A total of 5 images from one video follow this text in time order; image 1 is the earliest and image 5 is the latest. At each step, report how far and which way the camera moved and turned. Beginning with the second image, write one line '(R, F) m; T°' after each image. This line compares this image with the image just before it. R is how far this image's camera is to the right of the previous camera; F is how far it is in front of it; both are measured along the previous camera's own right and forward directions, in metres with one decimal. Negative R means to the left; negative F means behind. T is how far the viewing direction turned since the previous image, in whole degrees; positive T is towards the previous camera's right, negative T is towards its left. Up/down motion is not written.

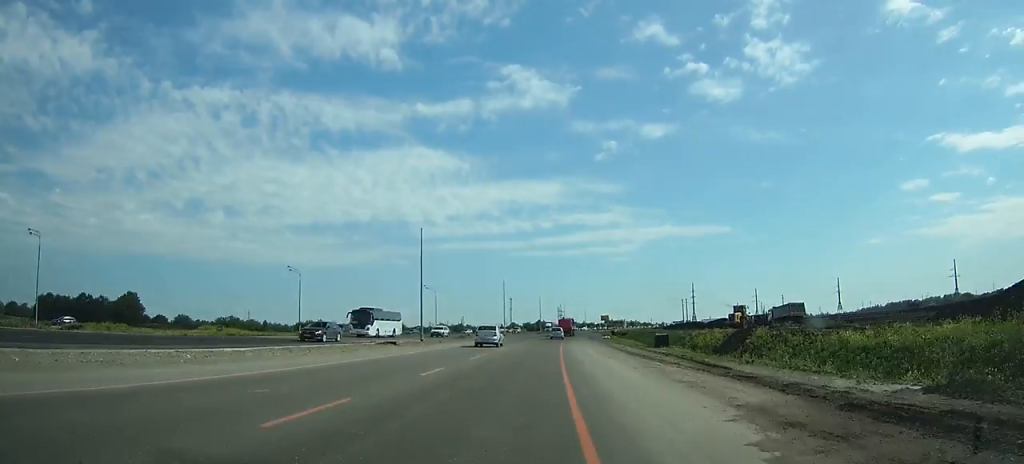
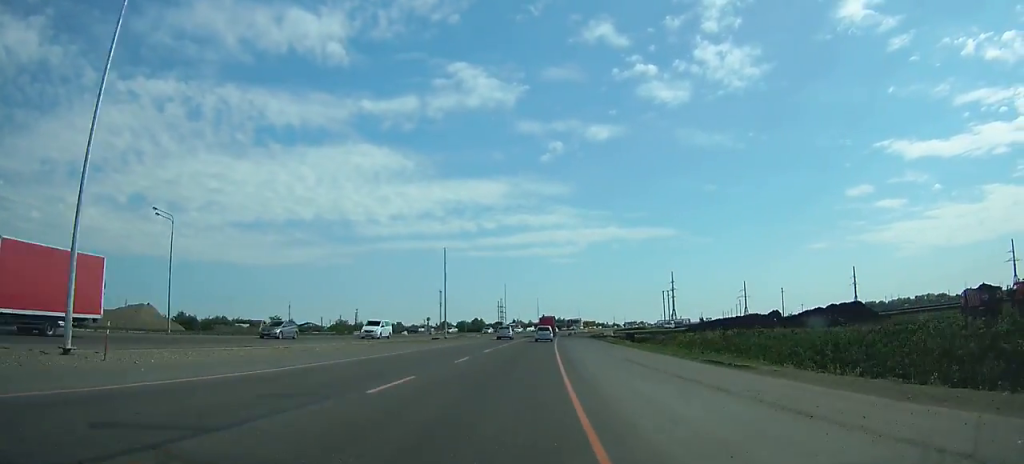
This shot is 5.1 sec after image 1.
(+3.8, +90.2) m; +4°
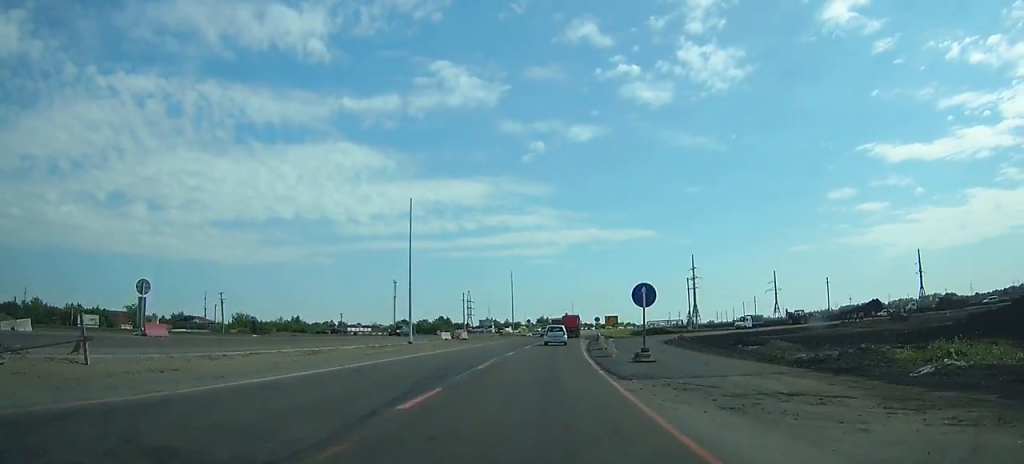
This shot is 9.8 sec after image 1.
(+2.1, +79.0) m; +3°
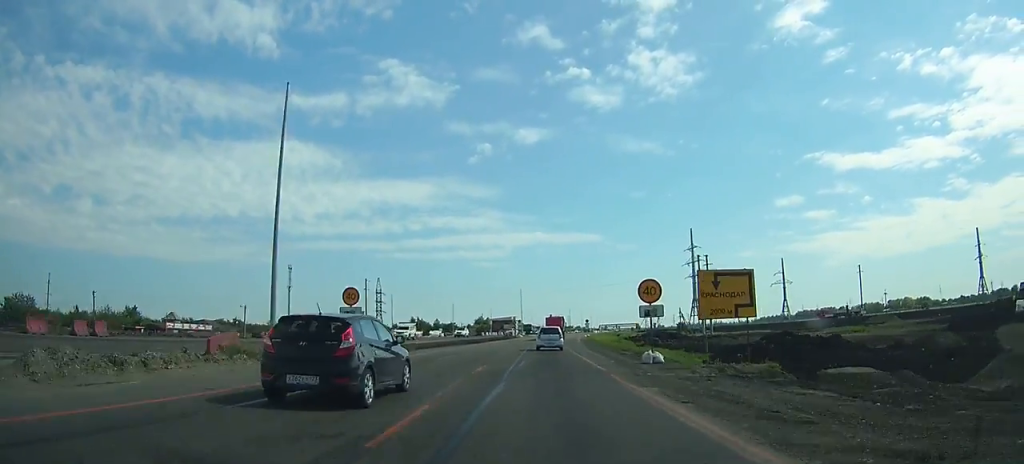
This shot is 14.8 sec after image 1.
(+2.7, +75.1) m; +4°
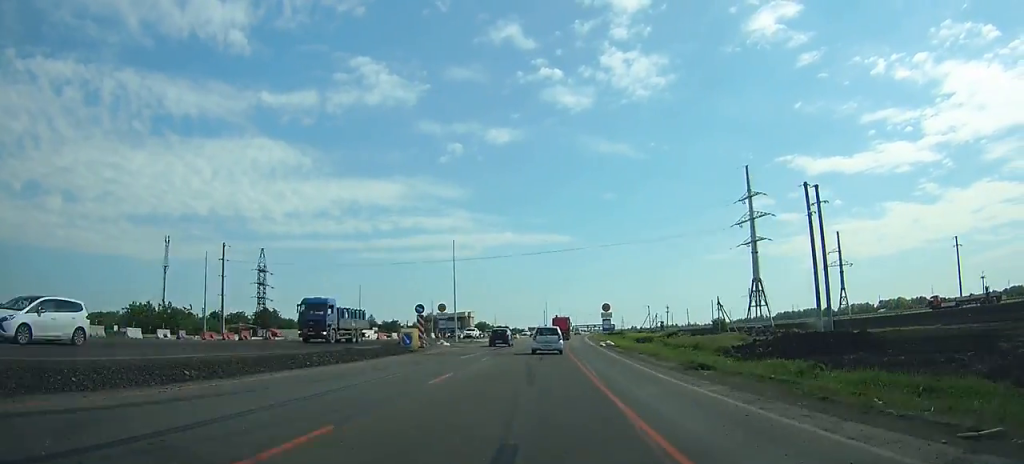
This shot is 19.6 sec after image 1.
(+2.0, +67.2) m; +4°
